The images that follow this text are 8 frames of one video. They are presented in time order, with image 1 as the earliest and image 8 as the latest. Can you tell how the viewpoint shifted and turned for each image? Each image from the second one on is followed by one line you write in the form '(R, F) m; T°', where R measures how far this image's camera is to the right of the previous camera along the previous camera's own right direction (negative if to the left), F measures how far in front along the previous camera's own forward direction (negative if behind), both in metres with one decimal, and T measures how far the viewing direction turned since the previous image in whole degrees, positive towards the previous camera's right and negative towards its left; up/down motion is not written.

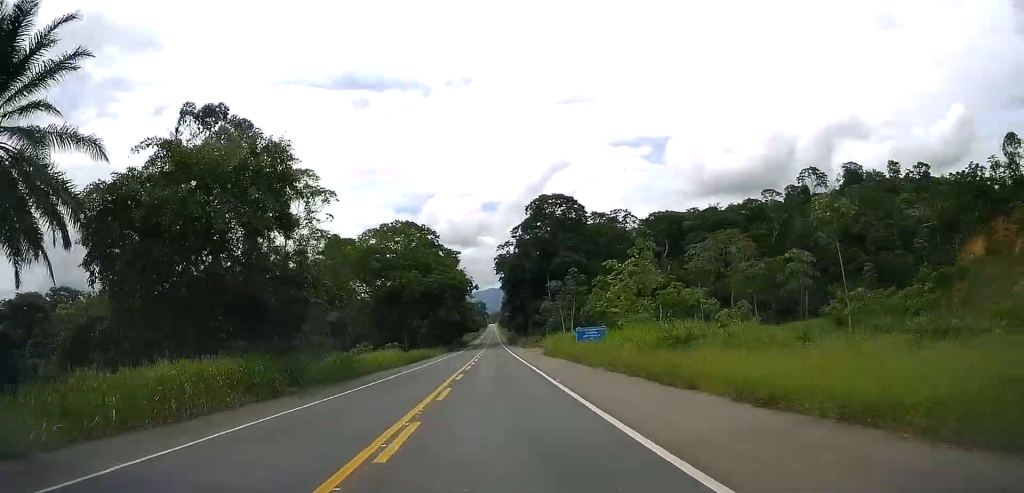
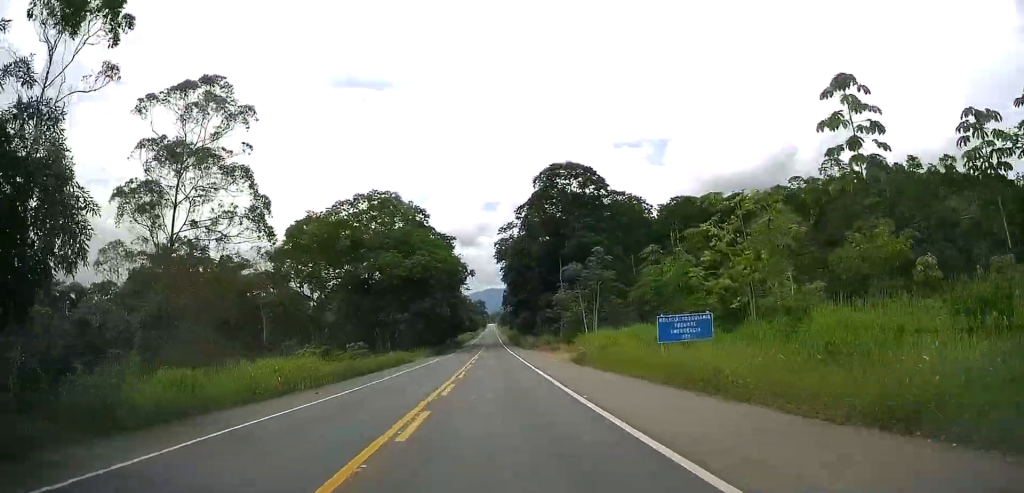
(-0.1, +21.3) m; 0°
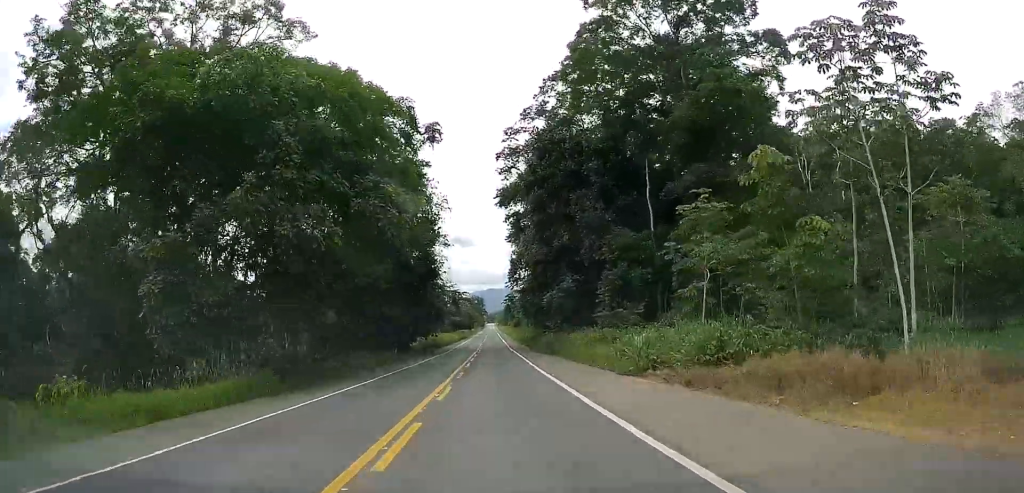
(+0.2, +55.3) m; 0°
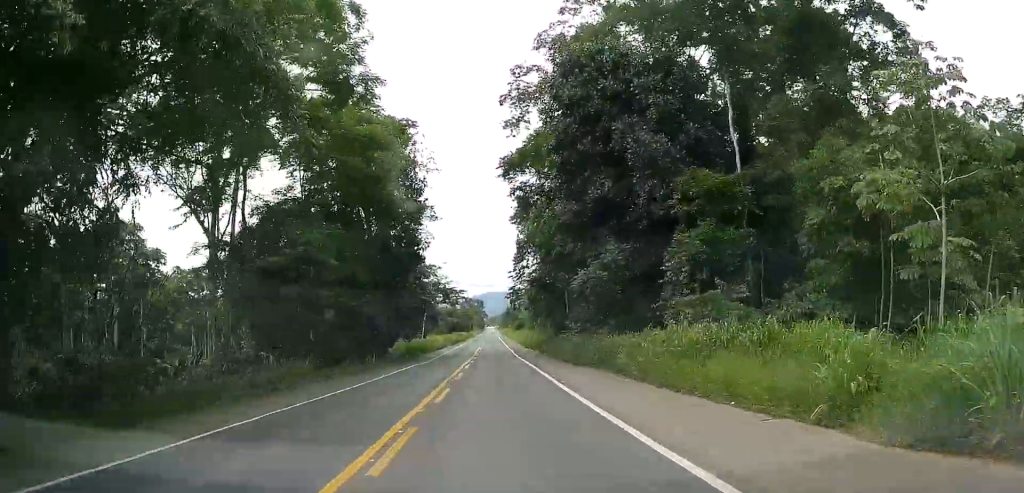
(-0.2, +15.6) m; 0°
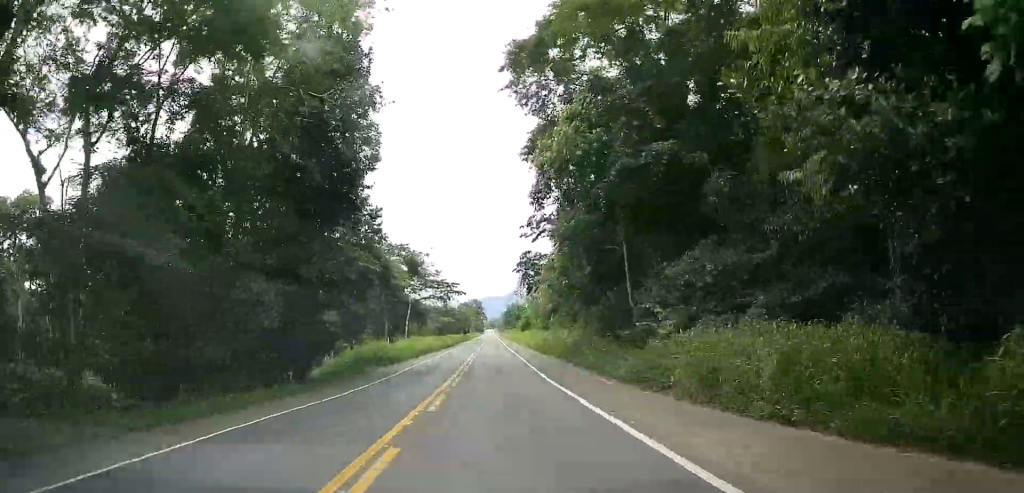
(+0.1, +24.9) m; 0°
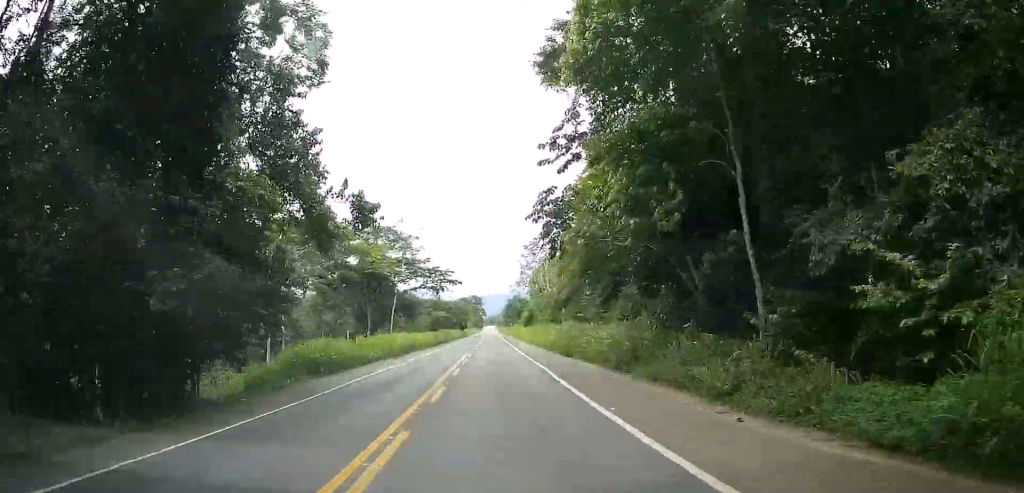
(+0.2, +14.3) m; 0°
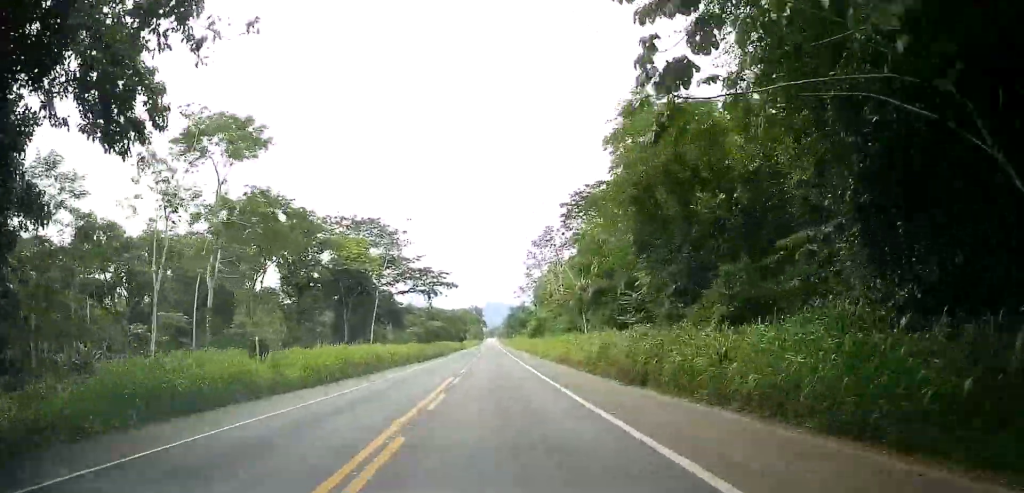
(-0.2, +15.0) m; 0°
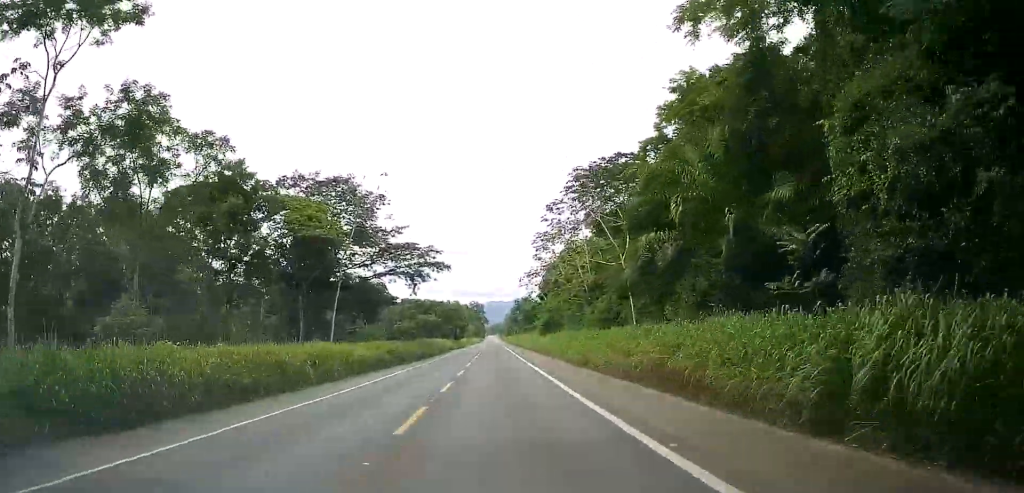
(-0.2, +18.6) m; 0°
